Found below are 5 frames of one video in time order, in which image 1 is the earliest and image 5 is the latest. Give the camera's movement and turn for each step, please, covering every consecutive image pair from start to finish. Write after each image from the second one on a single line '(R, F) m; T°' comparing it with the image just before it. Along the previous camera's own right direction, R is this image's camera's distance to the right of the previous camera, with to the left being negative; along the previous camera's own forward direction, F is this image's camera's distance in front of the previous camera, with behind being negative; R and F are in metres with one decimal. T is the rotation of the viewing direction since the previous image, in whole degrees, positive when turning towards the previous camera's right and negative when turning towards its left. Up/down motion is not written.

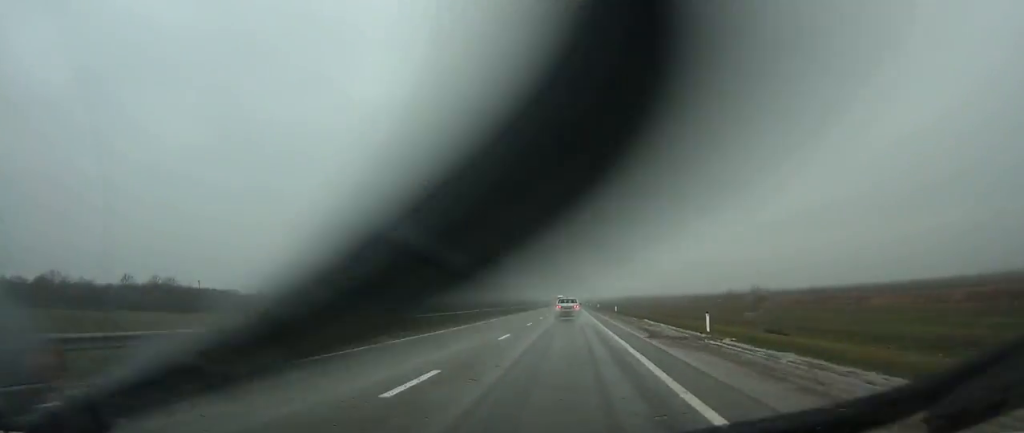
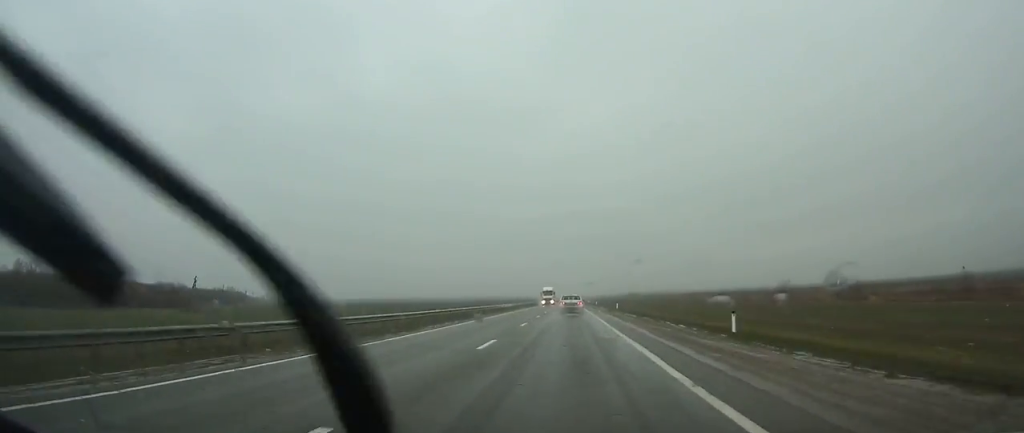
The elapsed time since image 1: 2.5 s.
(-0.2, +52.7) m; 0°
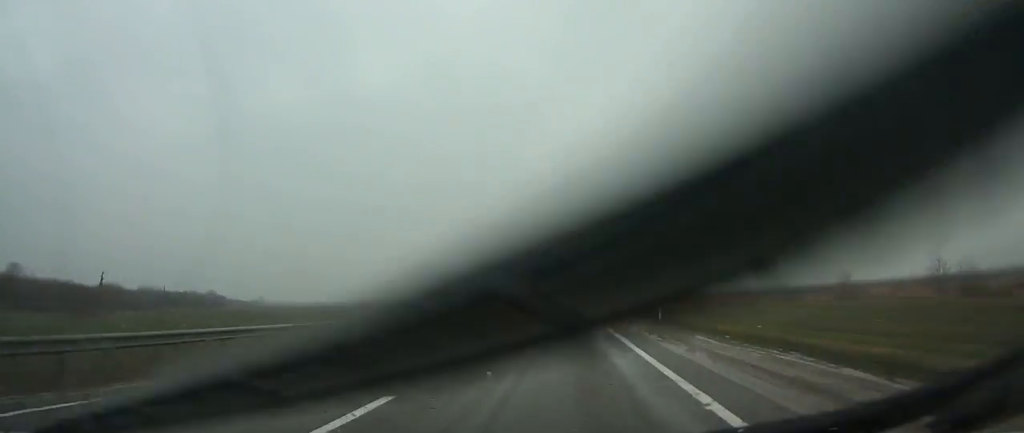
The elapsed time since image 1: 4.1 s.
(+0.1, +34.1) m; 0°
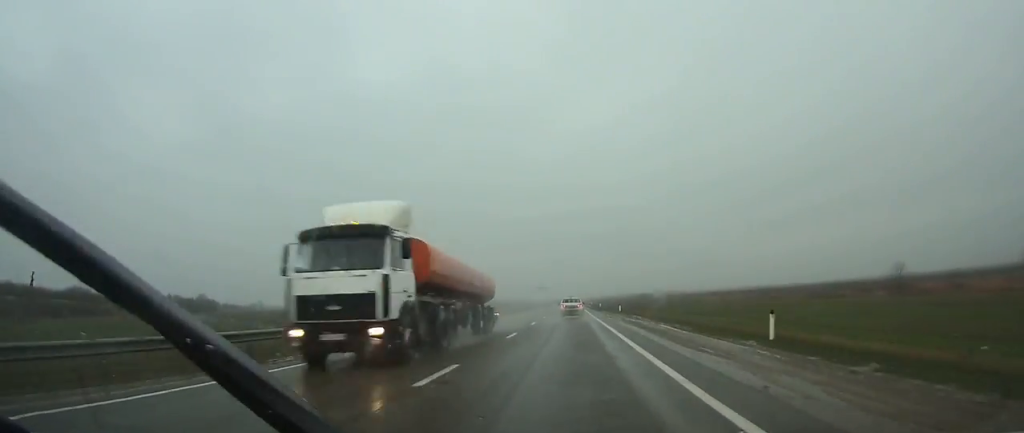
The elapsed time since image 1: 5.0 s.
(0.0, +19.9) m; 0°
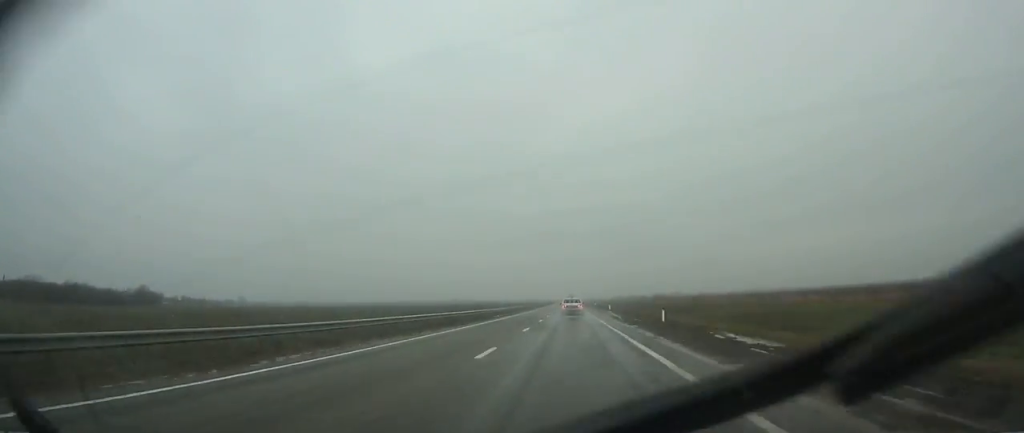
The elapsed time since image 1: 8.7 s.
(-0.2, +79.5) m; 0°
